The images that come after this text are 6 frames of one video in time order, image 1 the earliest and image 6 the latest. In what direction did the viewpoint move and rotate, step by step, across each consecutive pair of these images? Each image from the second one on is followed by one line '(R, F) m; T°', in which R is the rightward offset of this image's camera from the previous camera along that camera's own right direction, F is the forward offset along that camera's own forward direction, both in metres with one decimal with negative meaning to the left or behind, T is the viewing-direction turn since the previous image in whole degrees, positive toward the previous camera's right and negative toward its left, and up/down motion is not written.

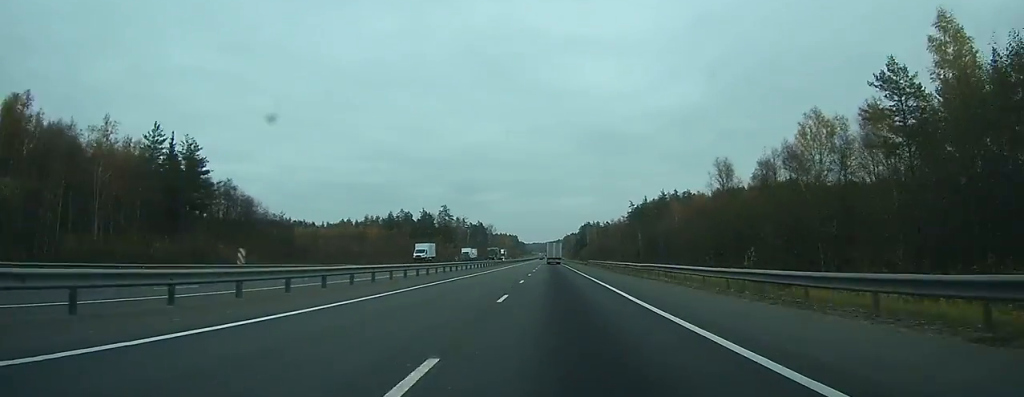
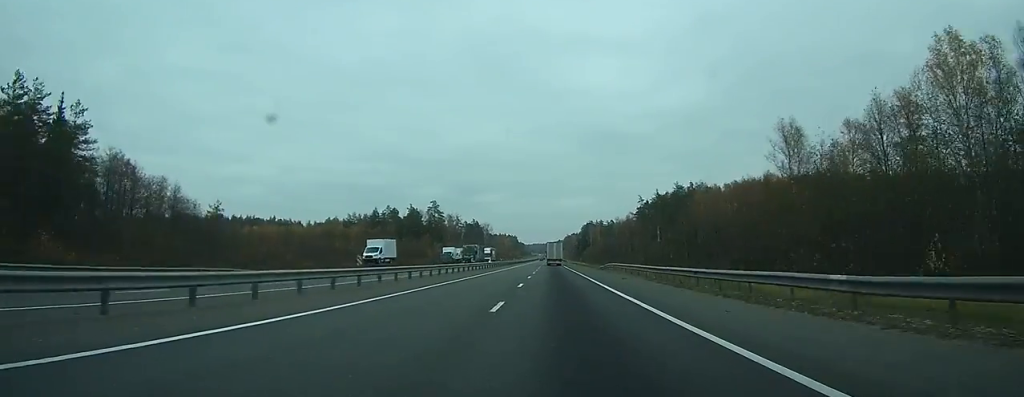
(0.0, +25.9) m; 0°
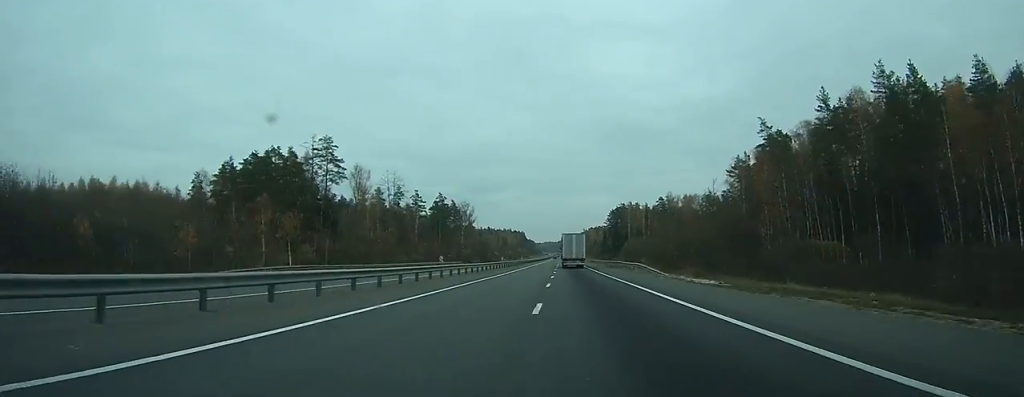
(-0.5, +125.1) m; 0°
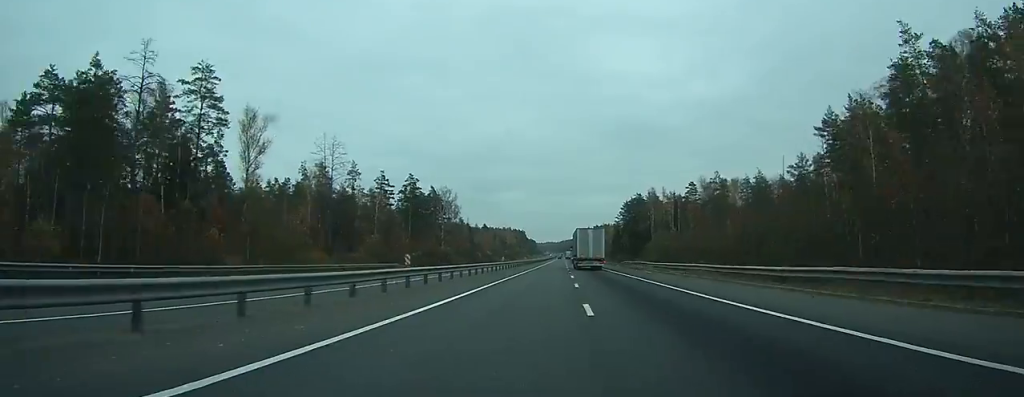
(-0.2, +46.8) m; 0°
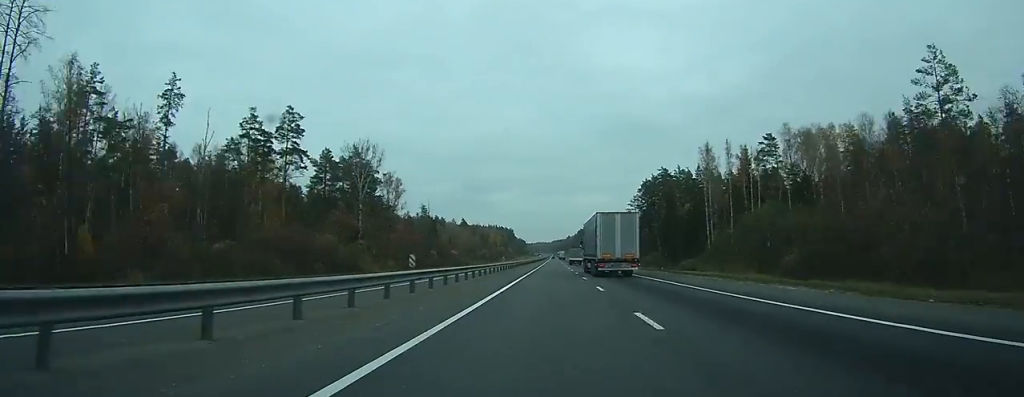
(+0.5, +71.6) m; +1°
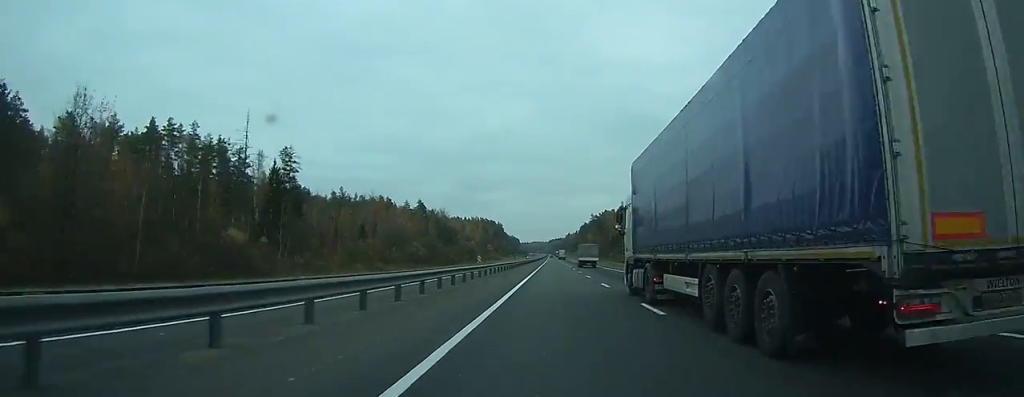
(+0.3, +127.4) m; 0°
